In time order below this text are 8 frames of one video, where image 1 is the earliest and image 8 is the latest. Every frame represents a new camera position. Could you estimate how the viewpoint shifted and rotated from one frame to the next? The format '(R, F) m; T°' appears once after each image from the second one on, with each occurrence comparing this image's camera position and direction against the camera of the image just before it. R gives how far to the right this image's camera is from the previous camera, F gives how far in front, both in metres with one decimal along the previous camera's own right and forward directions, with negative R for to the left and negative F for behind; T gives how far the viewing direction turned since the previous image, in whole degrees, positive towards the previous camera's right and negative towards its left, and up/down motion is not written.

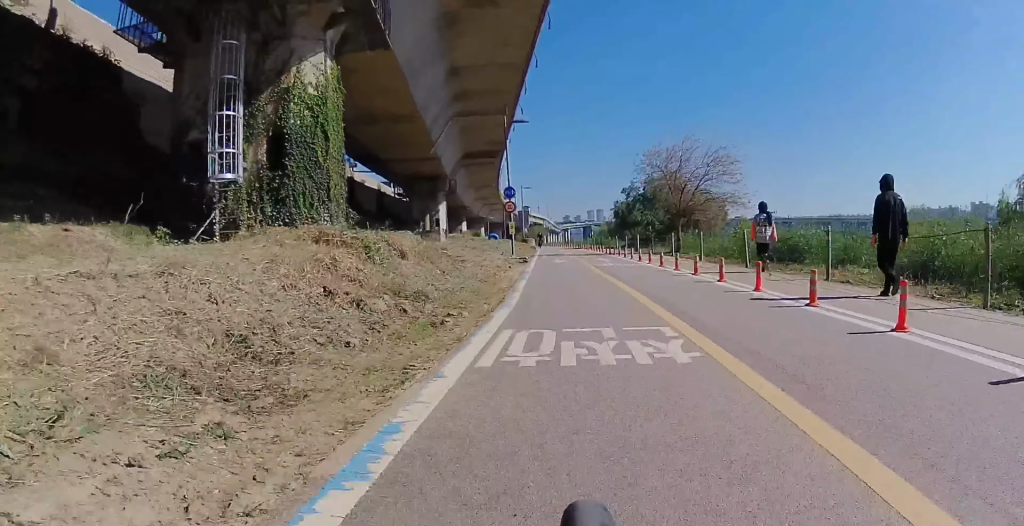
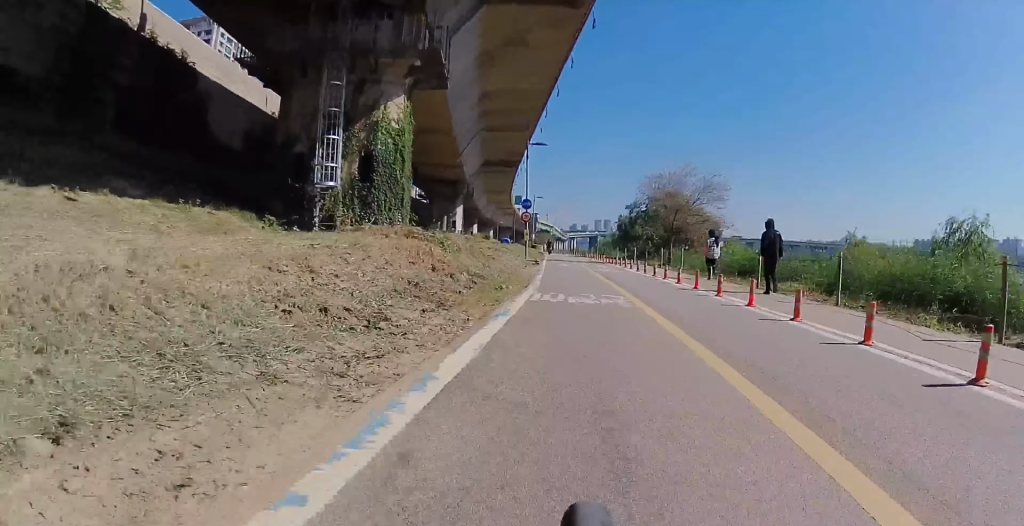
(-0.1, +4.8) m; 0°
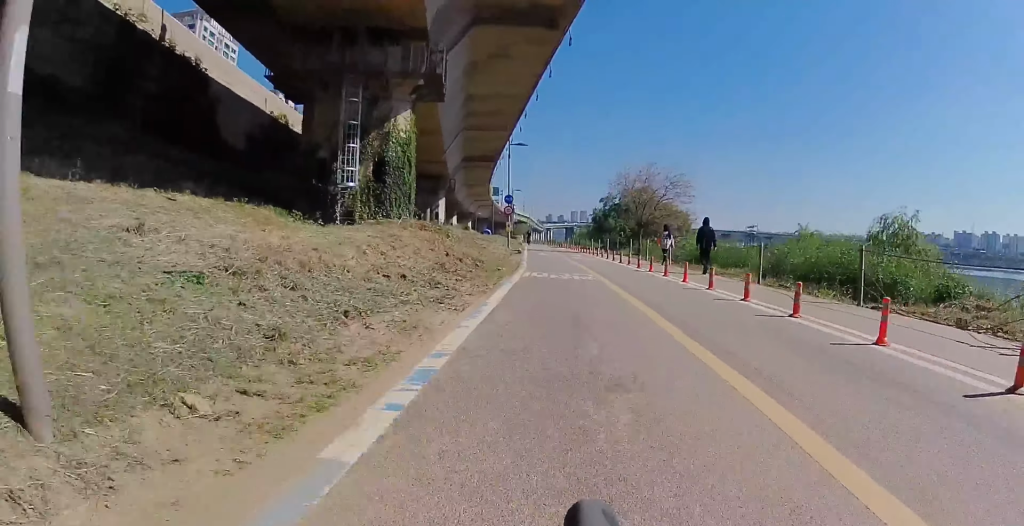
(-0.1, +3.5) m; 0°
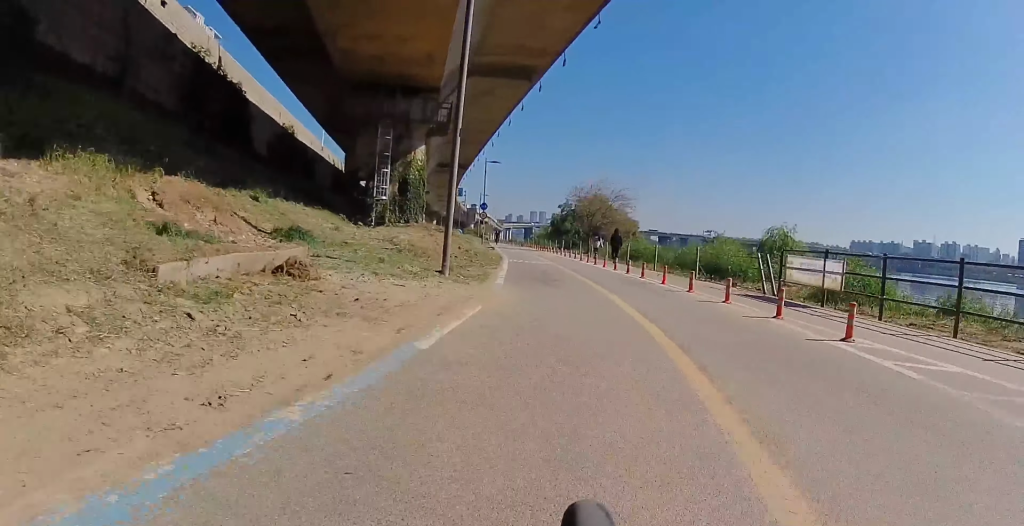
(+0.2, +8.9) m; +1°
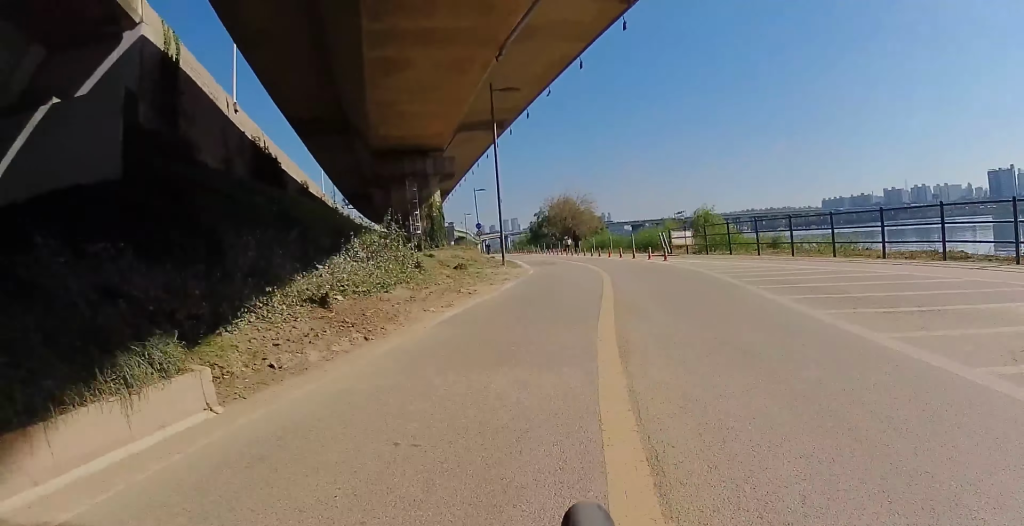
(-0.3, +12.1) m; -1°
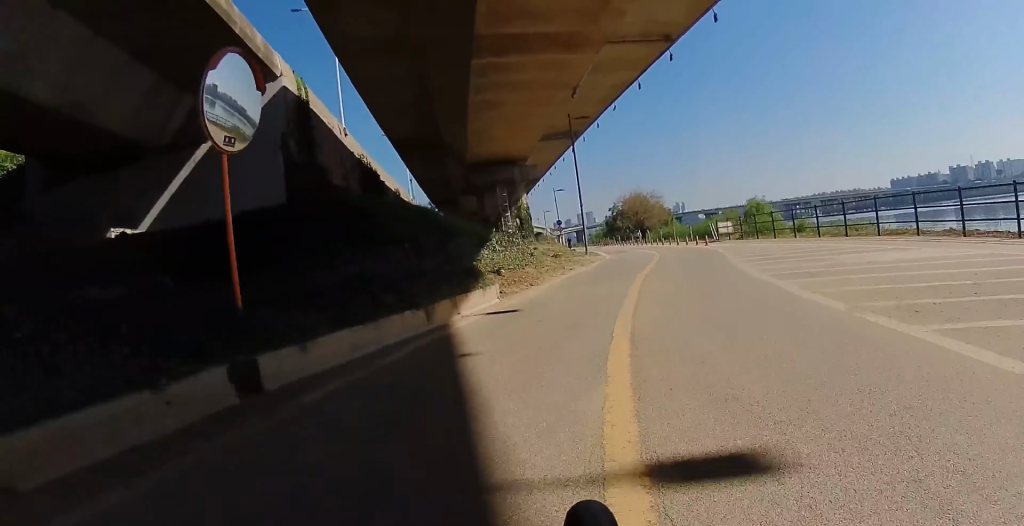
(0.0, +6.4) m; 0°
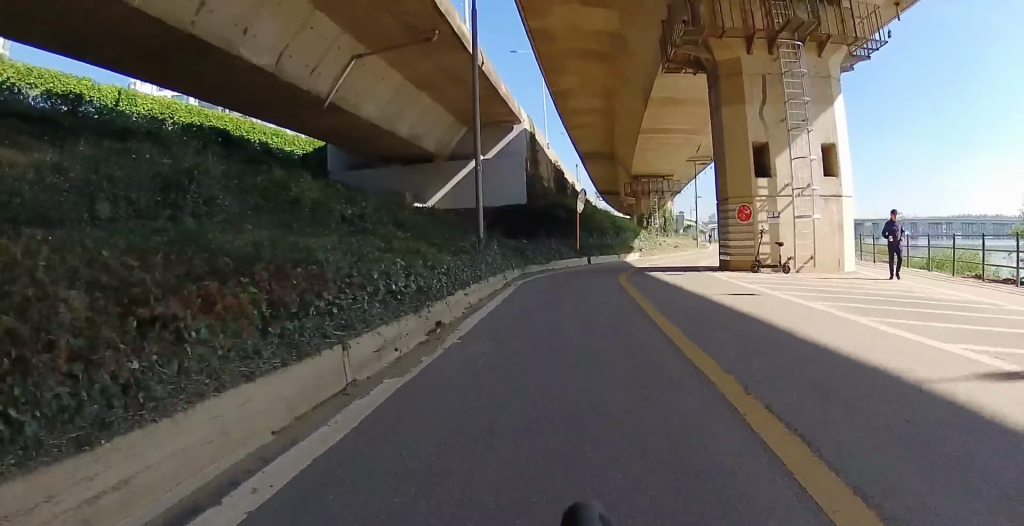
(+0.1, +18.8) m; 0°
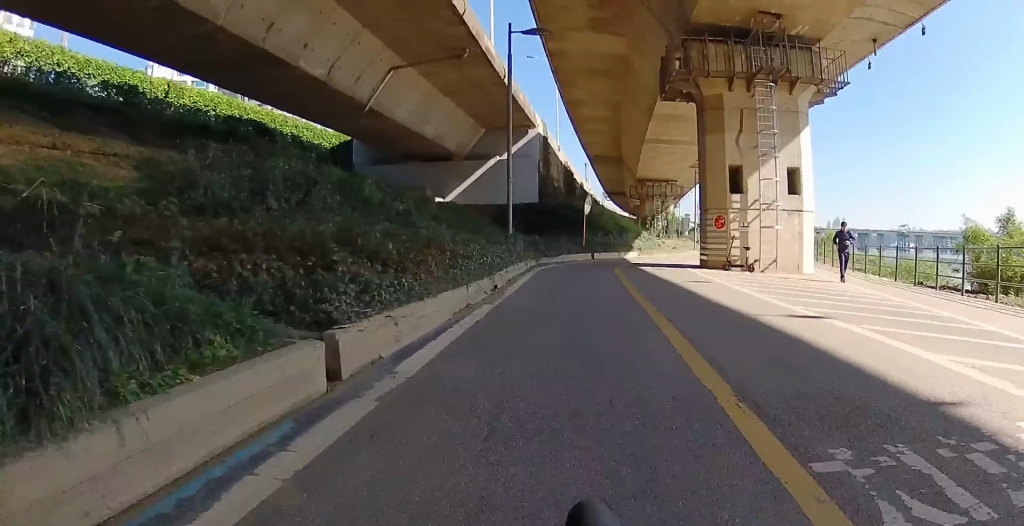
(0.0, +3.7) m; +1°
